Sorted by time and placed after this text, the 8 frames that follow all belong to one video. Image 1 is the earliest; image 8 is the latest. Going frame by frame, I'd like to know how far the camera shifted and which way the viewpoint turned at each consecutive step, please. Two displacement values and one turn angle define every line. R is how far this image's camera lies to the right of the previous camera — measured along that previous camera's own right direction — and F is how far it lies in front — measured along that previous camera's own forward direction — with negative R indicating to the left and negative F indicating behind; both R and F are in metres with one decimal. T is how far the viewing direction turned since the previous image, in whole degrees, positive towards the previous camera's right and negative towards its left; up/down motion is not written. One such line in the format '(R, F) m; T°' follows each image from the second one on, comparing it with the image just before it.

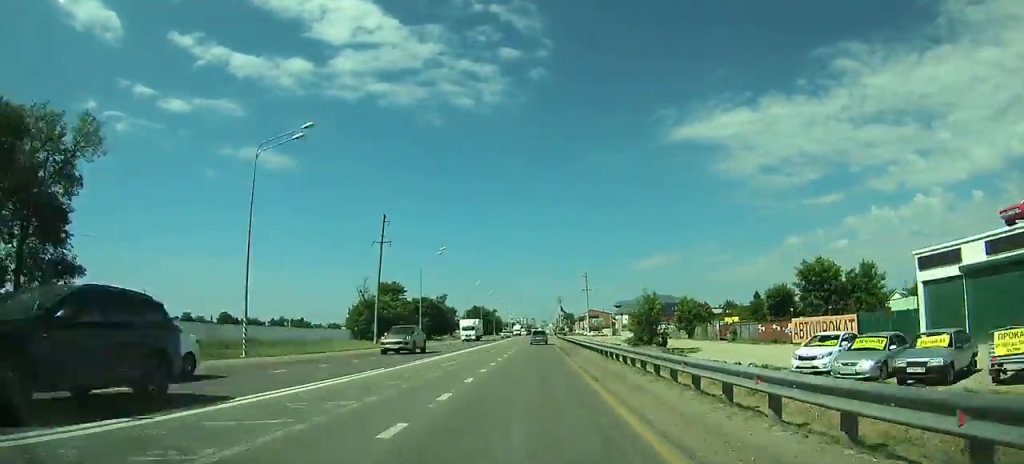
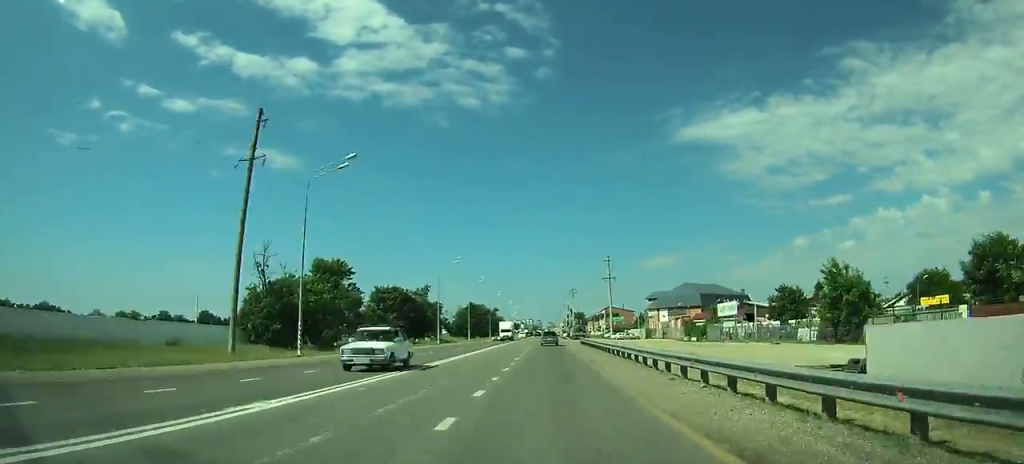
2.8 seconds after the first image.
(-0.3, +42.0) m; -1°
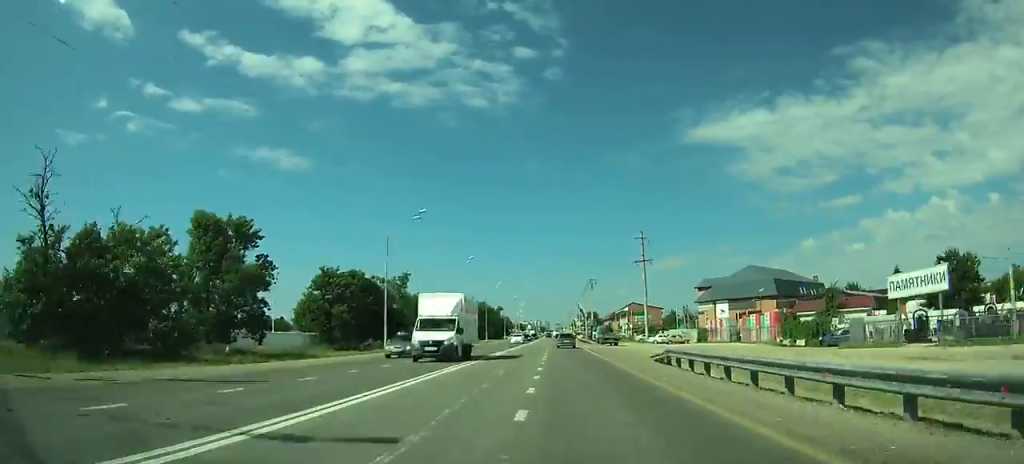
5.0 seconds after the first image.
(-0.2, +33.6) m; 0°
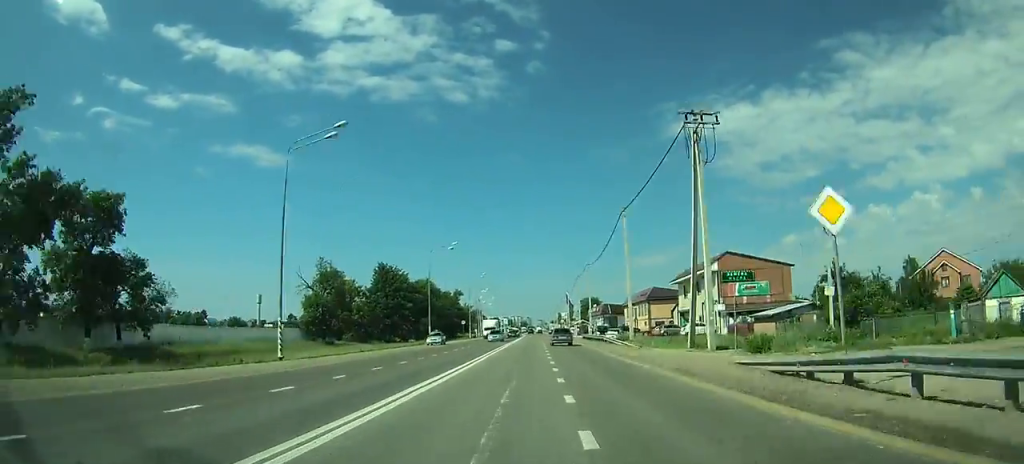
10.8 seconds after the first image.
(+0.4, +95.0) m; +1°
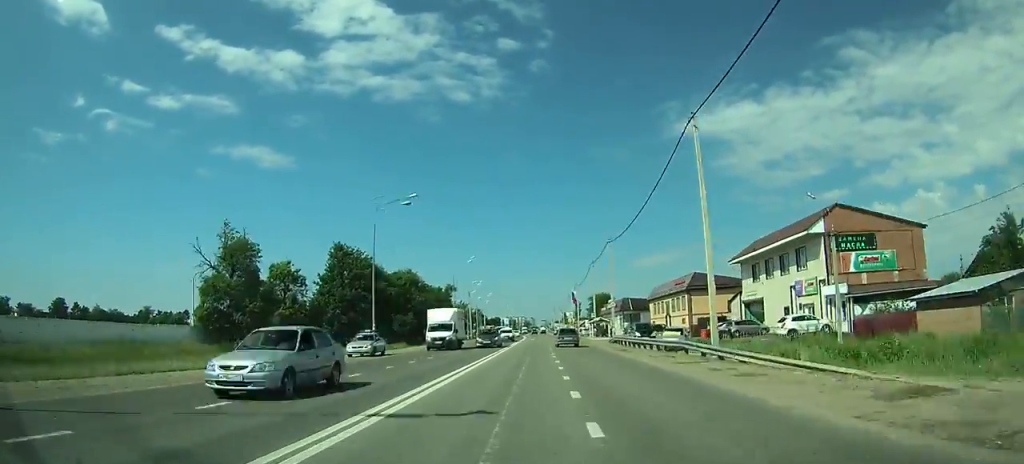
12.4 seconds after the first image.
(+0.1, +27.6) m; 0°
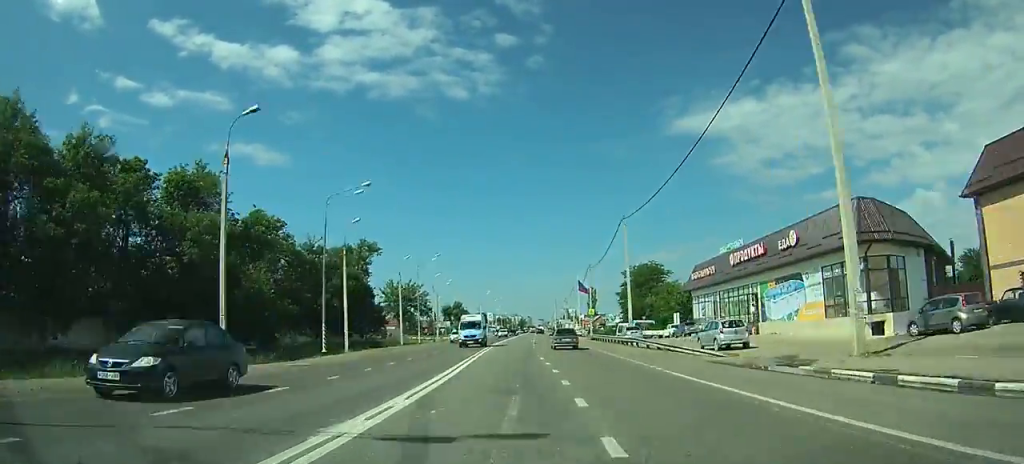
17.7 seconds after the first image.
(0.0, +87.7) m; 0°
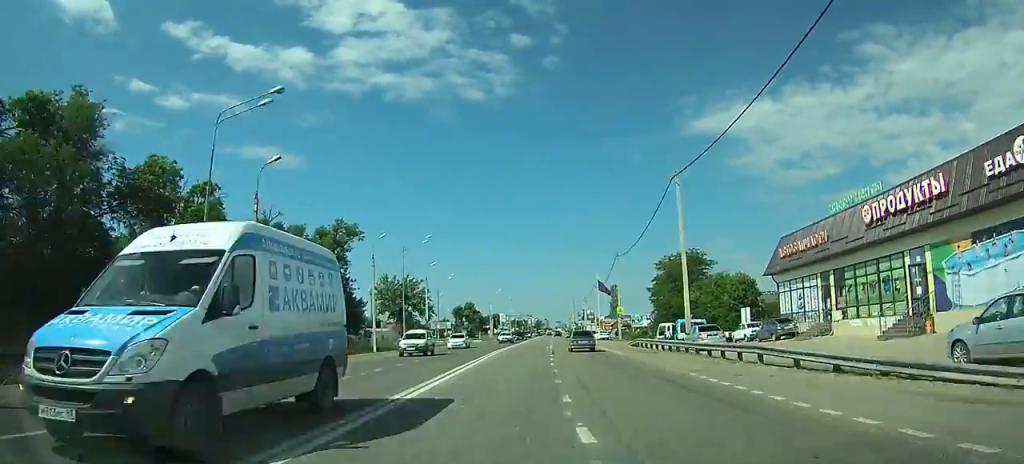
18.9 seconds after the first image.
(+0.1, +18.9) m; 0°
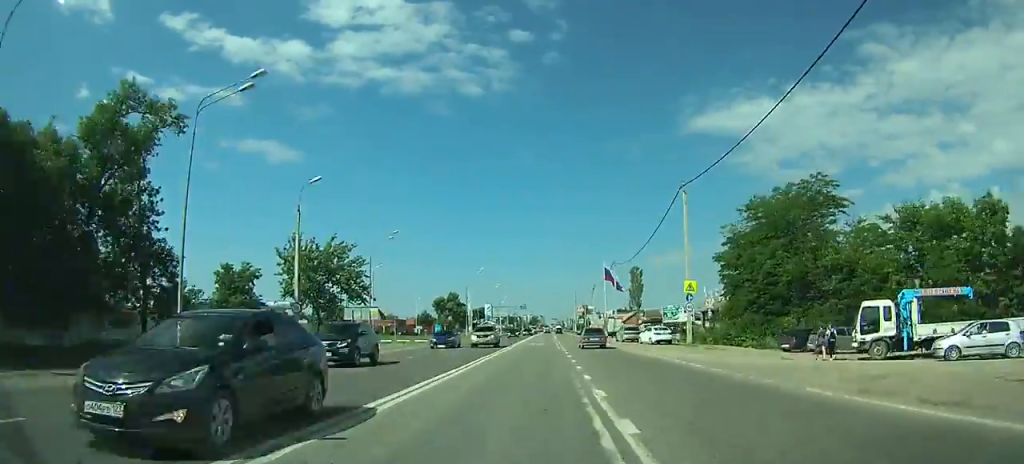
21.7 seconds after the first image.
(-0.3, +43.4) m; 0°
